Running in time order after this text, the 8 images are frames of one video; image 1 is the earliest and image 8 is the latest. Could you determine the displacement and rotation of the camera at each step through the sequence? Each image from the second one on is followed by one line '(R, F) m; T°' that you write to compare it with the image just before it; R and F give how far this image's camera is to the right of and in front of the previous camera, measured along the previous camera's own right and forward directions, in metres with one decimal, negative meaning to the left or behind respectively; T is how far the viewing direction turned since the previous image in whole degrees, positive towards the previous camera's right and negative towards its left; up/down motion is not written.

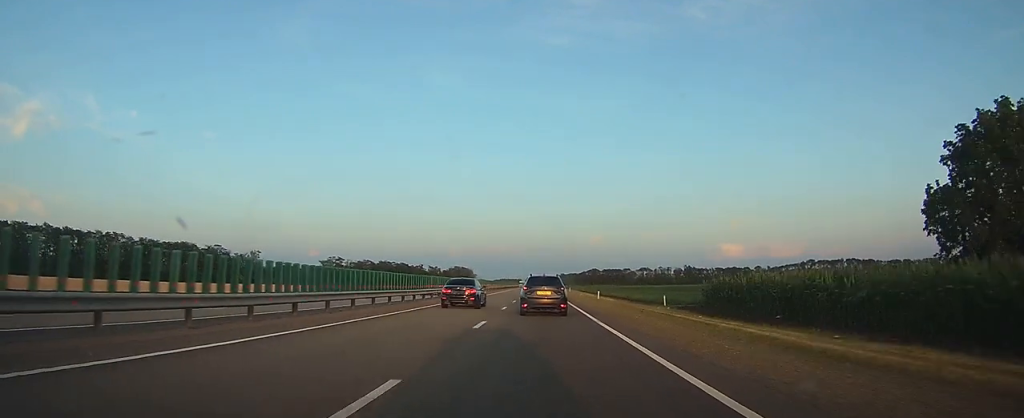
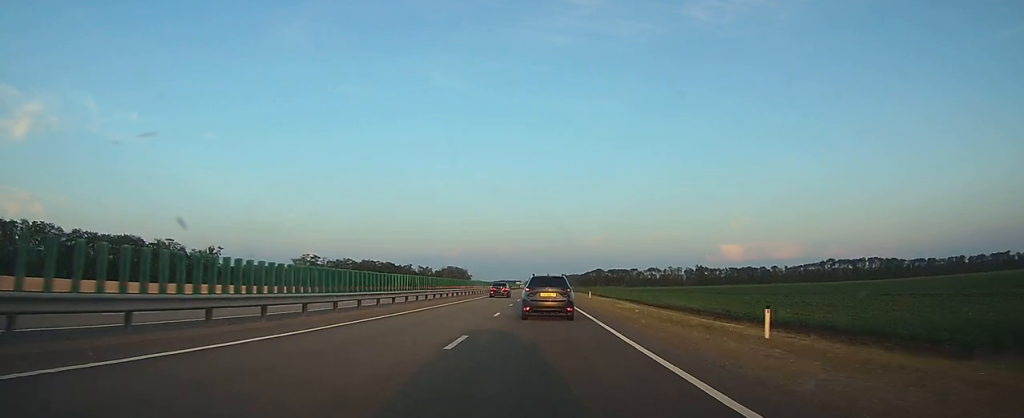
(+0.1, +41.1) m; 0°
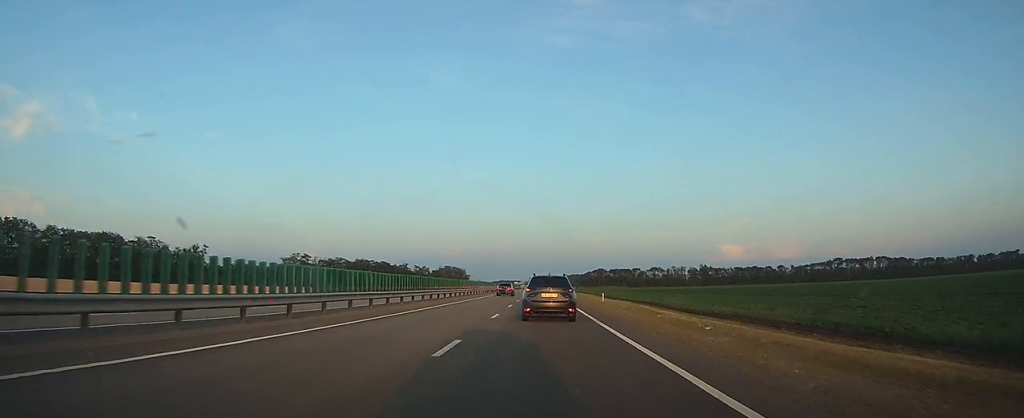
(0.0, +13.2) m; 0°
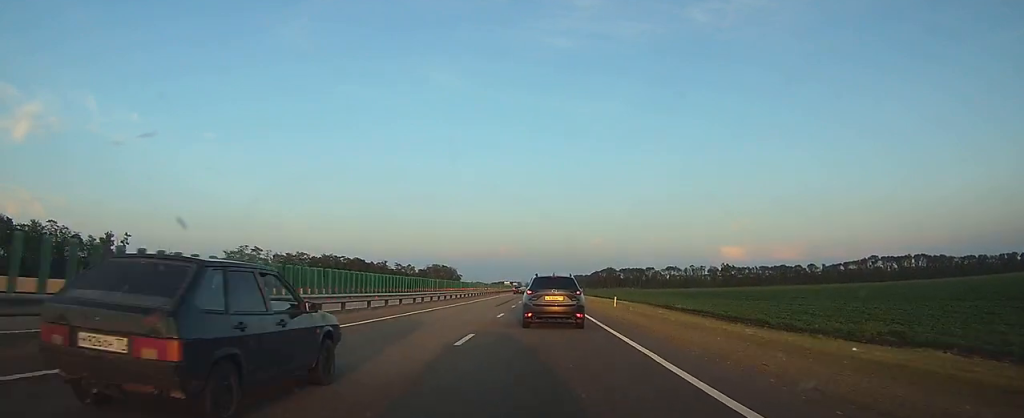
(0.0, +57.5) m; 0°
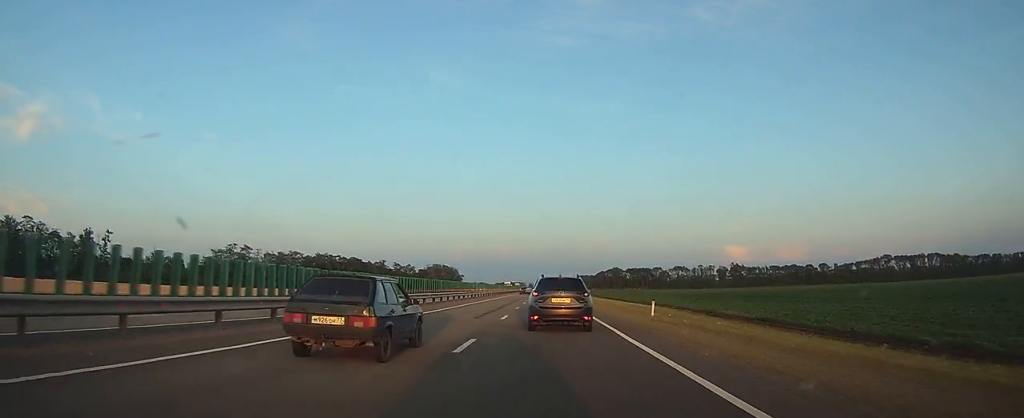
(0.0, +13.0) m; 0°
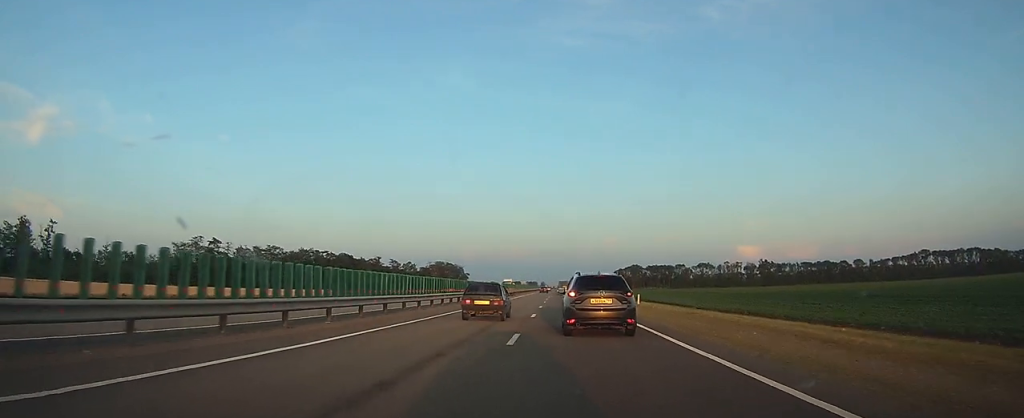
(-0.2, +33.9) m; 0°
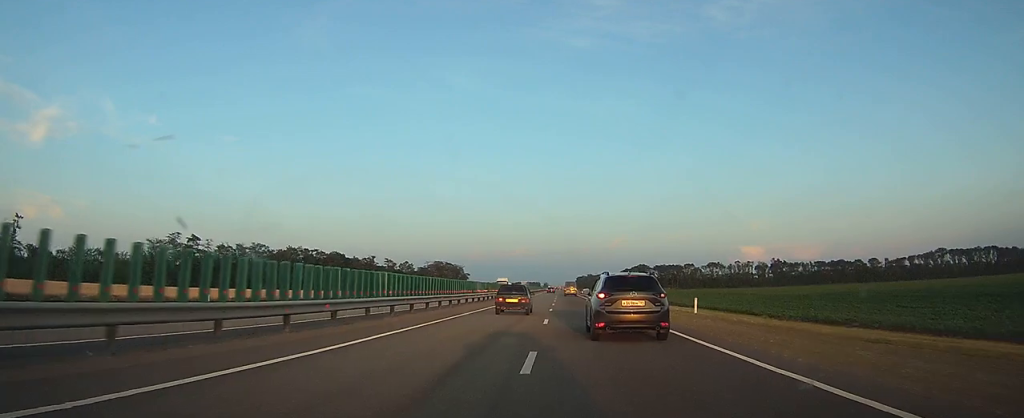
(0.0, +15.8) m; 0°
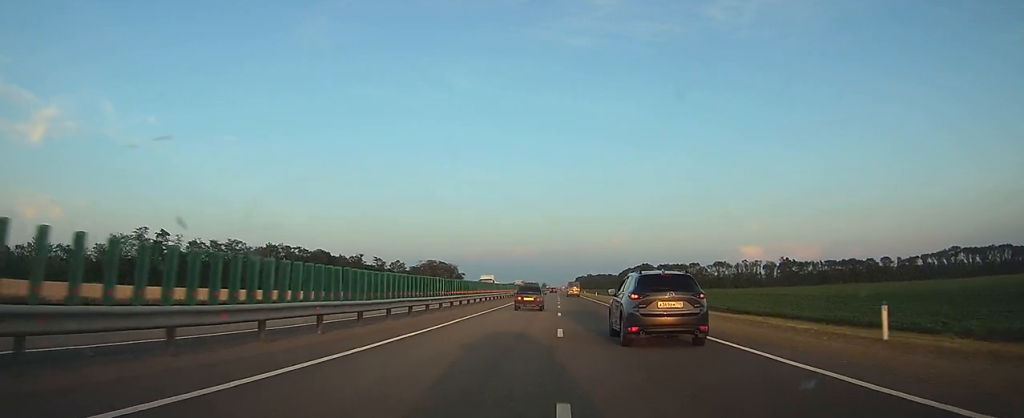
(0.0, +16.7) m; 0°
